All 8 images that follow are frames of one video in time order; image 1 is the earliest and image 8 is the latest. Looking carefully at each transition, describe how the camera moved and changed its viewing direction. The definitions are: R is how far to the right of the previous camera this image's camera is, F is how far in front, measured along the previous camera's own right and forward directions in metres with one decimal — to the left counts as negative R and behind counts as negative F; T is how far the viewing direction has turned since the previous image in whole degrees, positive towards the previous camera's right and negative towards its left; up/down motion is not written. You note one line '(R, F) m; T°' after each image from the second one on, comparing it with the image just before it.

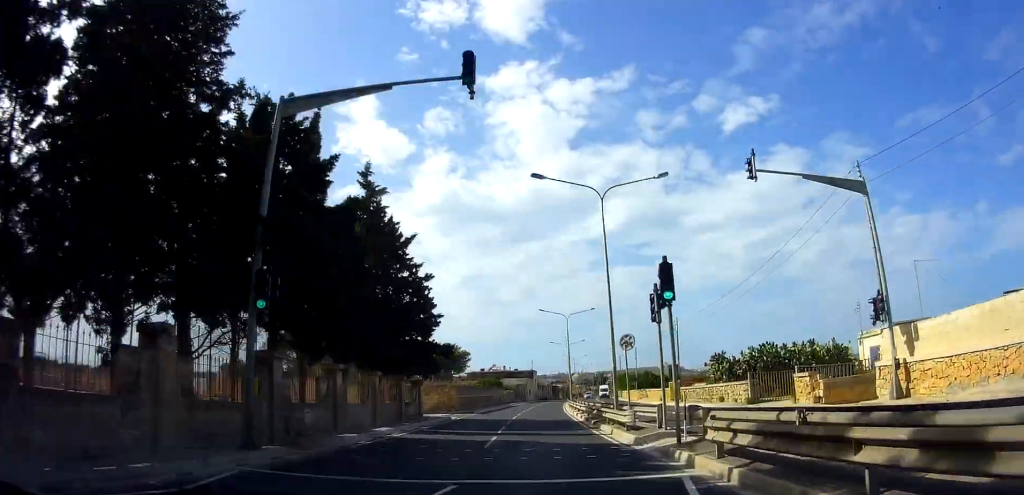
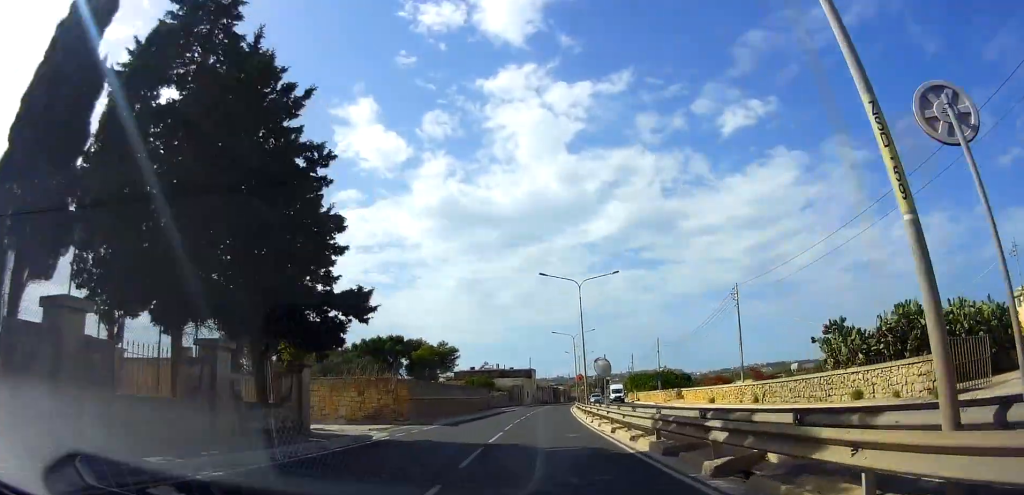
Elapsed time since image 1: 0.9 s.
(-0.5, +16.0) m; 0°
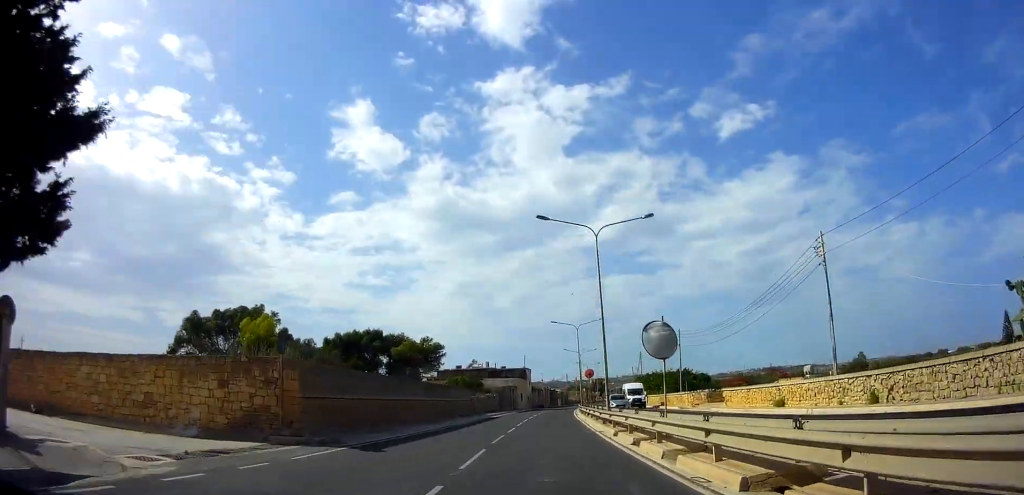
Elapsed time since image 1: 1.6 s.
(+0.1, +12.0) m; 0°
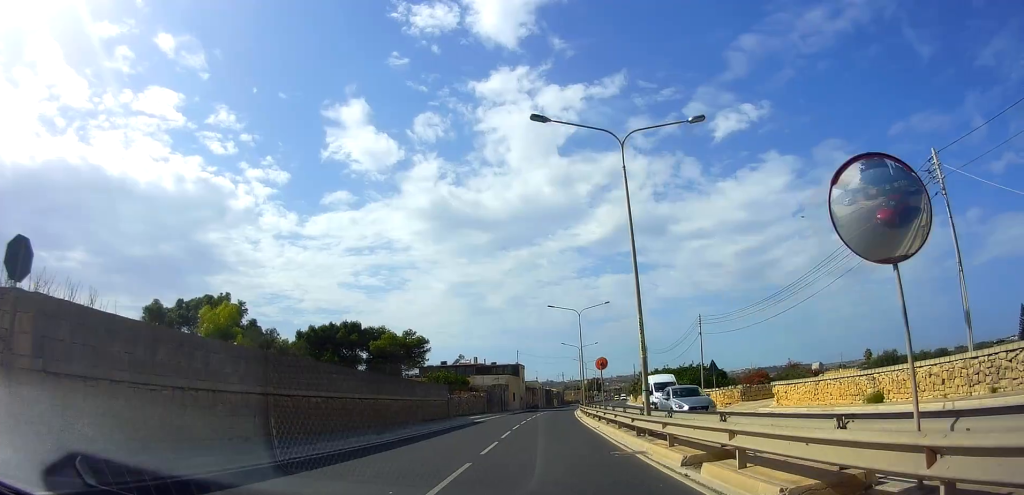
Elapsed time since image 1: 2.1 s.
(+0.5, +9.0) m; 0°
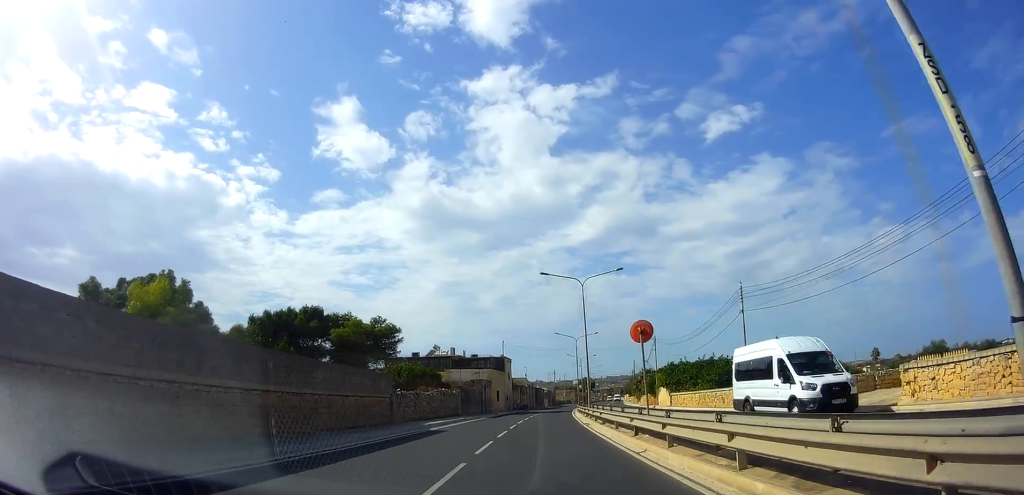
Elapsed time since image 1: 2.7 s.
(-0.5, +12.0) m; 0°
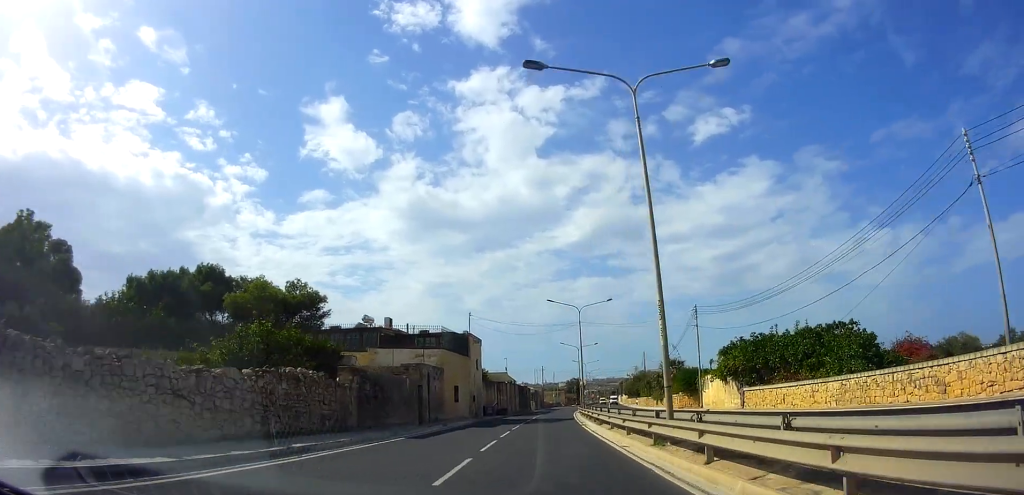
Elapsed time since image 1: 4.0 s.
(+0.4, +22.5) m; +2°
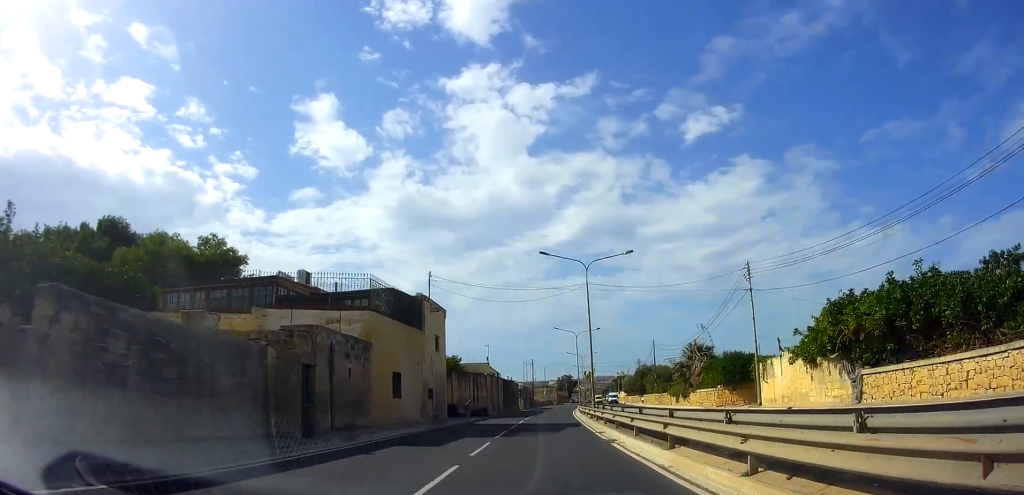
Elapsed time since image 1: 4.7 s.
(+0.1, +13.8) m; +2°
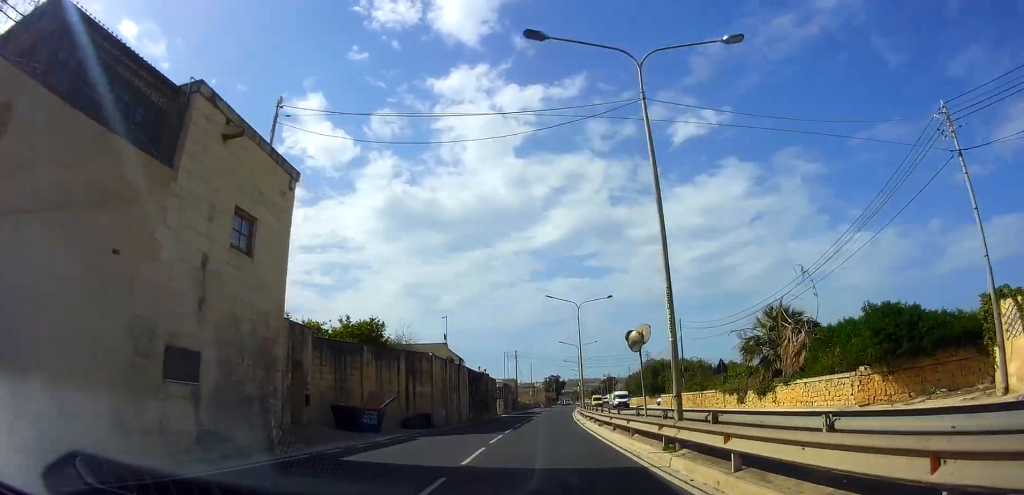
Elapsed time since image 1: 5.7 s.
(+0.5, +19.5) m; +3°
